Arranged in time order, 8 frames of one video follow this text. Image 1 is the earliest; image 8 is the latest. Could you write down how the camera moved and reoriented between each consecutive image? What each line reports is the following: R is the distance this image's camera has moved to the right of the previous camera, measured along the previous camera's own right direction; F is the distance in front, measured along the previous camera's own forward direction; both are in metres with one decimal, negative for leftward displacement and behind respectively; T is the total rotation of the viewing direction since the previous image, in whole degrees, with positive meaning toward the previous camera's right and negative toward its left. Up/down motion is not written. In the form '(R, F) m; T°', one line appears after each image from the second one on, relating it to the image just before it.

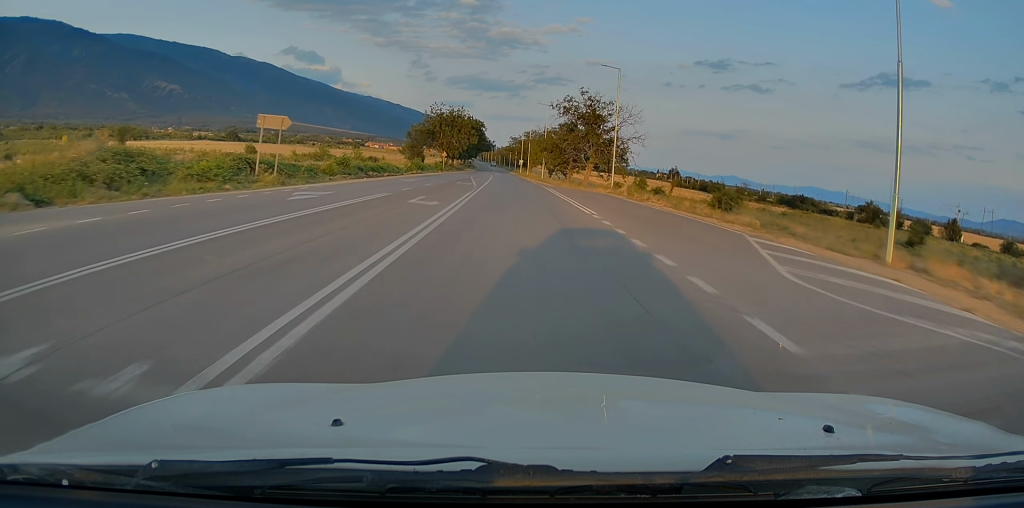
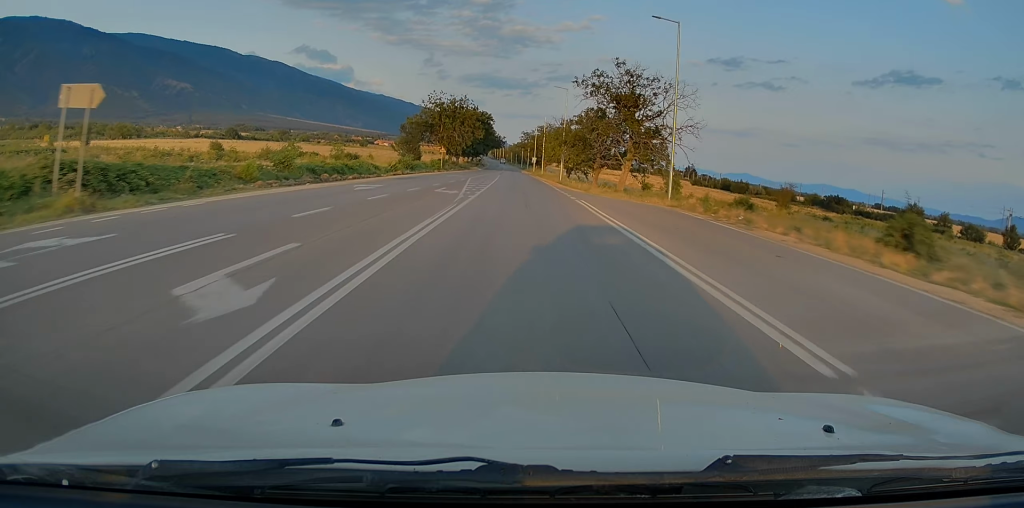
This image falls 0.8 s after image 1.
(-0.4, +13.9) m; -1°
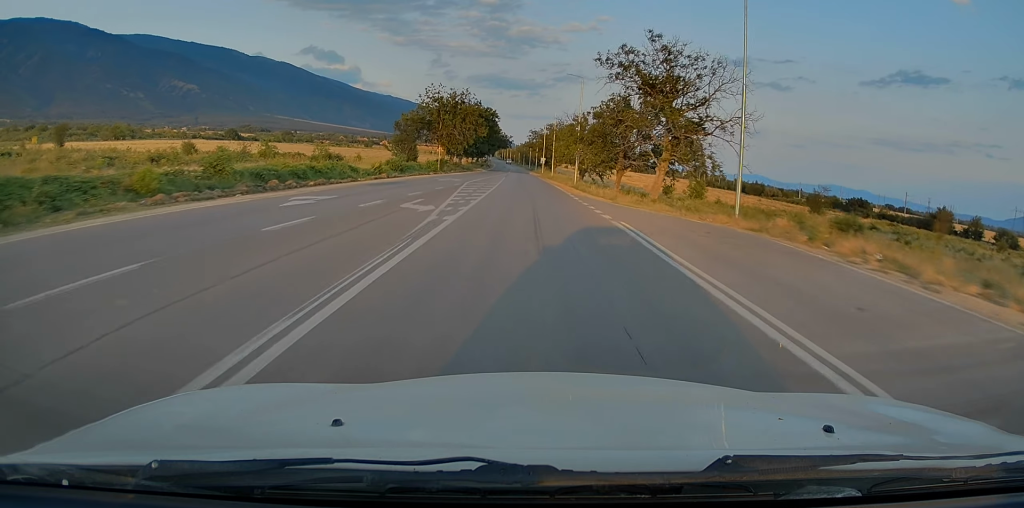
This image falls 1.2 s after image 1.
(0.0, +8.4) m; -1°
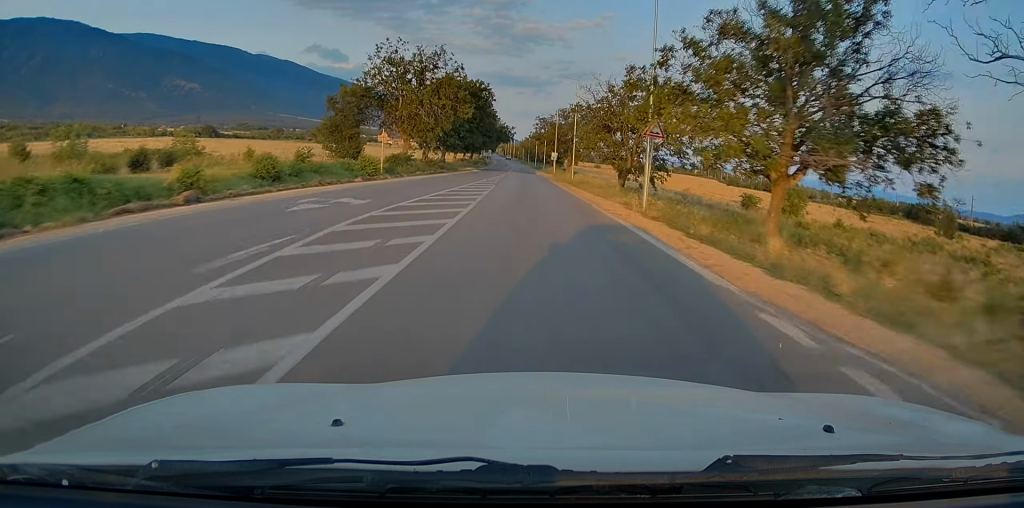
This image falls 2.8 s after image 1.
(-0.4, +27.3) m; -1°
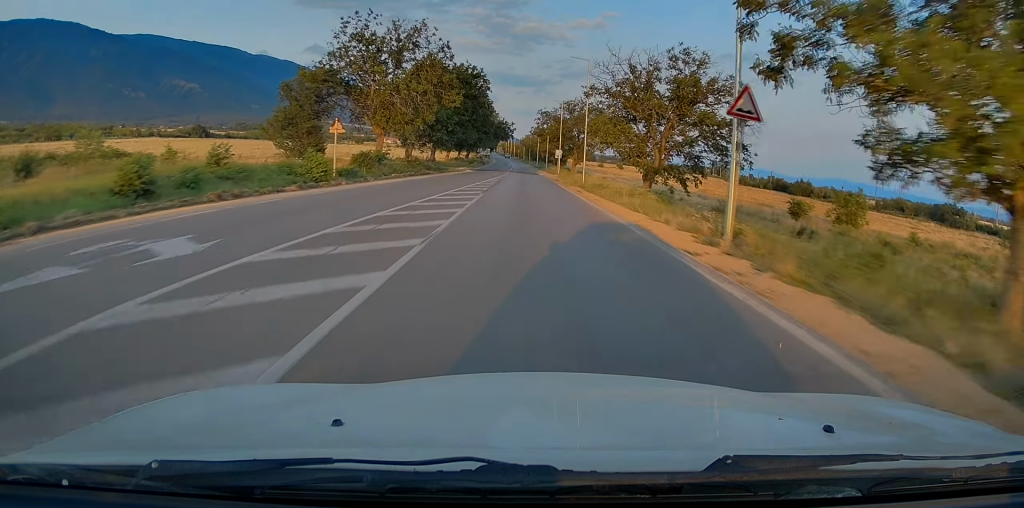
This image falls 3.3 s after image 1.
(+0.1, +9.3) m; +1°
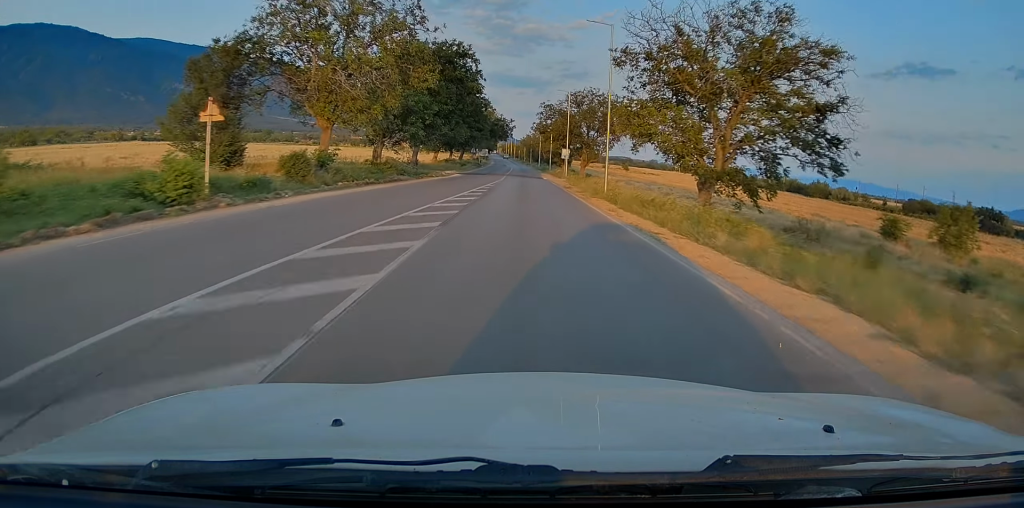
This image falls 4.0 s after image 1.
(+0.1, +11.5) m; +1°
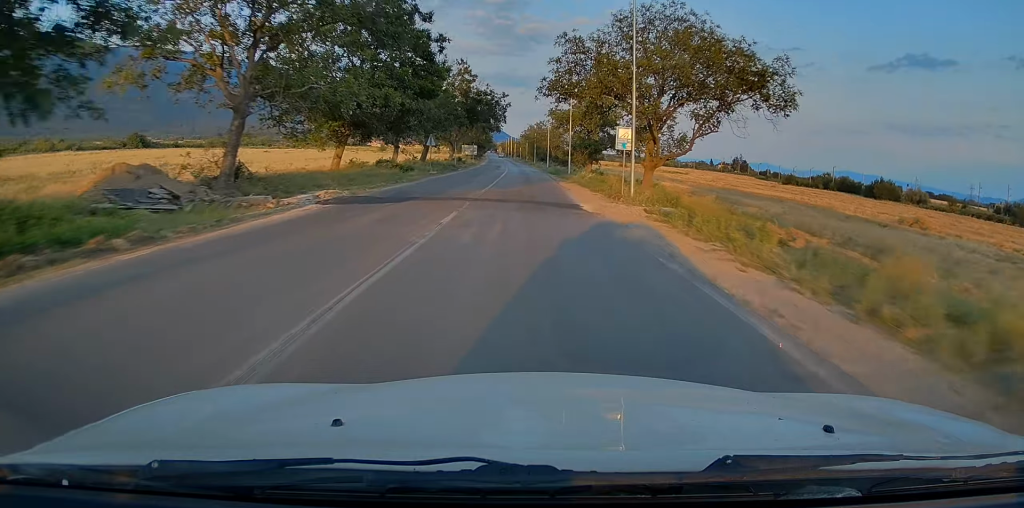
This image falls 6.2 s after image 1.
(-0.4, +37.1) m; 0°
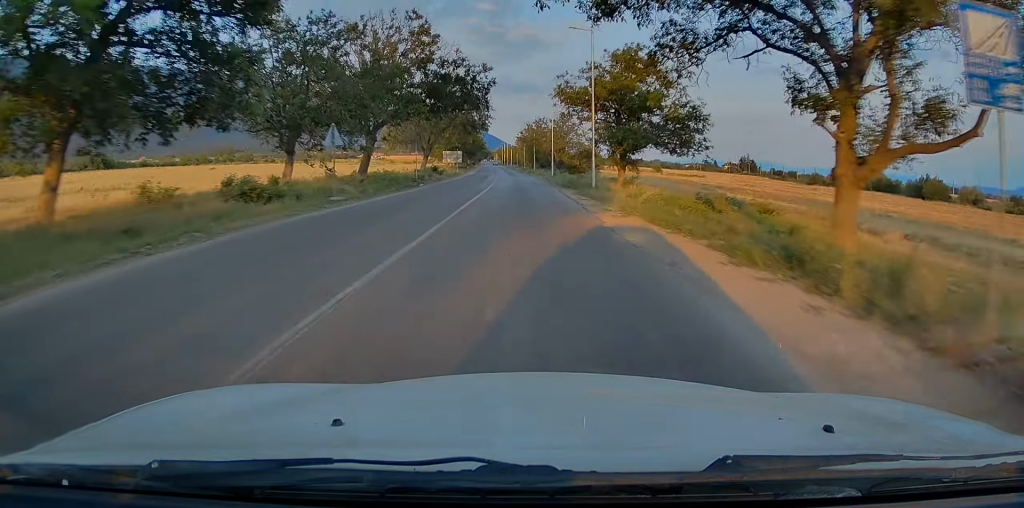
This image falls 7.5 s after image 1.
(+0.2, +21.2) m; -1°
